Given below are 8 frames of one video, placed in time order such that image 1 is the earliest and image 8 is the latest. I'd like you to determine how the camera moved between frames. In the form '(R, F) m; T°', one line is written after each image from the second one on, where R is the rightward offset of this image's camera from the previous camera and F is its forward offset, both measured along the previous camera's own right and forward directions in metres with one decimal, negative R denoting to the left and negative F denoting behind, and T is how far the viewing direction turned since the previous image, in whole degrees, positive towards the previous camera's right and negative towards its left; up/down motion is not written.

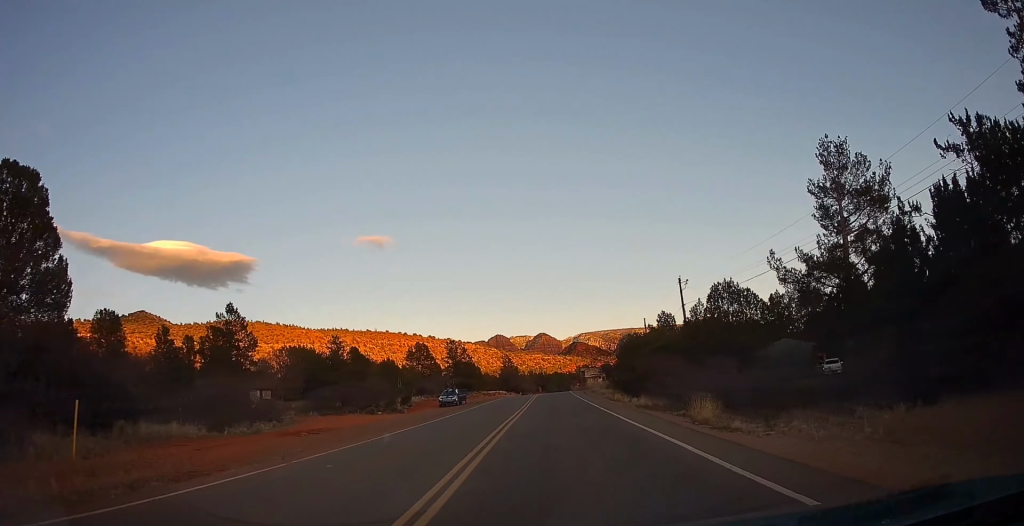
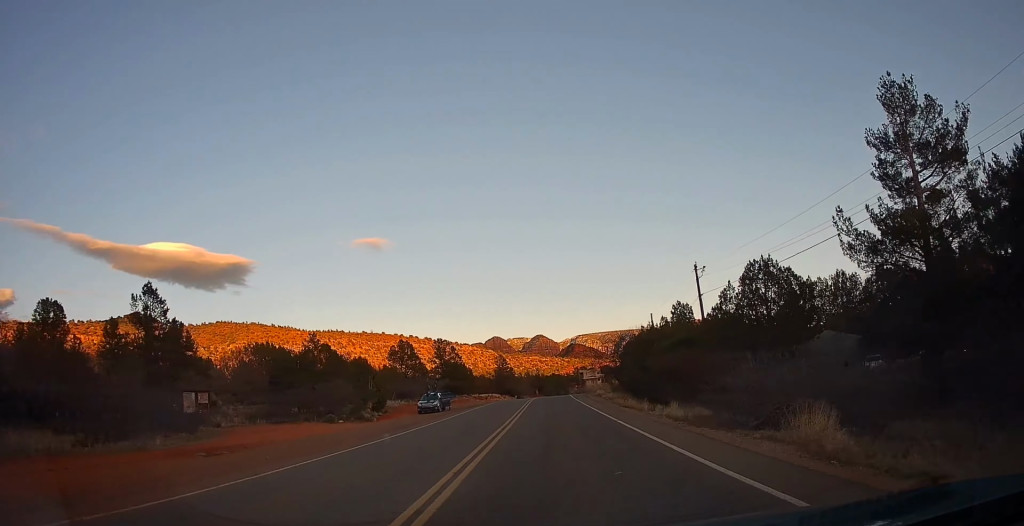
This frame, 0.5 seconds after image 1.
(0.0, +8.1) m; 0°
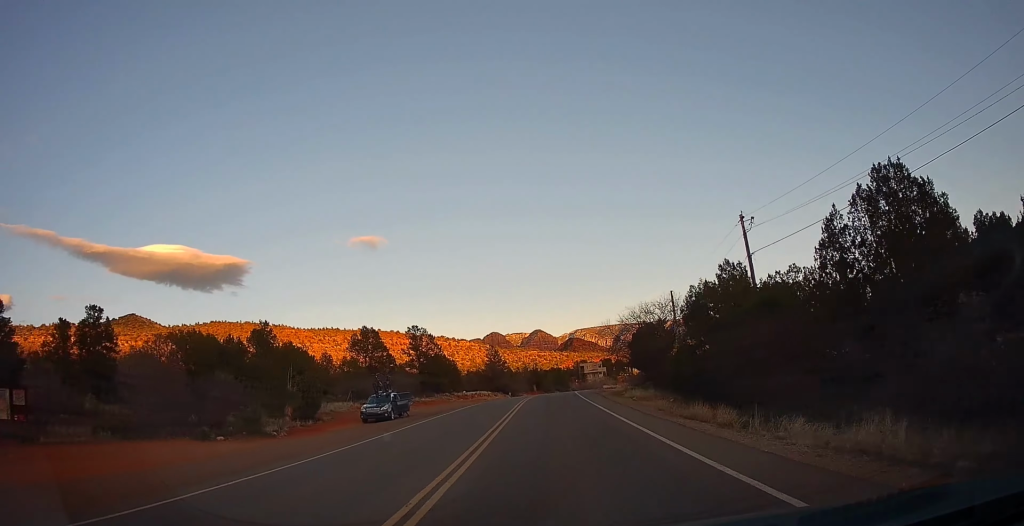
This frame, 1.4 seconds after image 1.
(0.0, +14.5) m; 0°
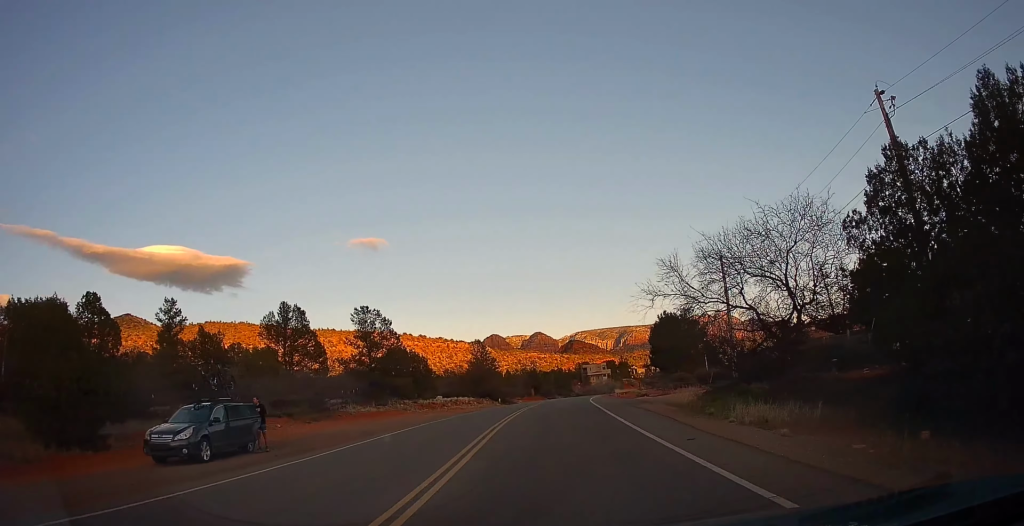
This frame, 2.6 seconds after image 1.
(0.0, +19.4) m; 0°
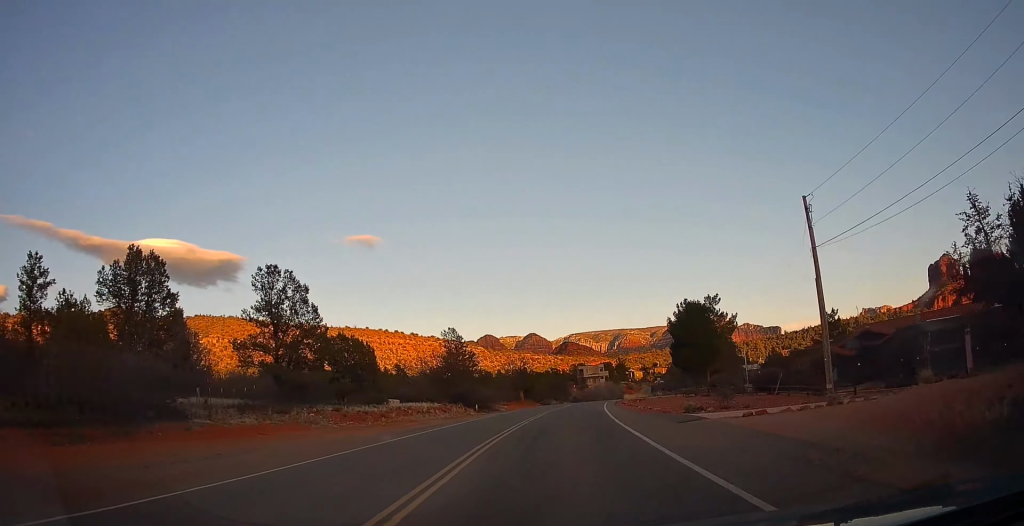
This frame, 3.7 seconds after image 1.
(0.0, +17.0) m; 0°
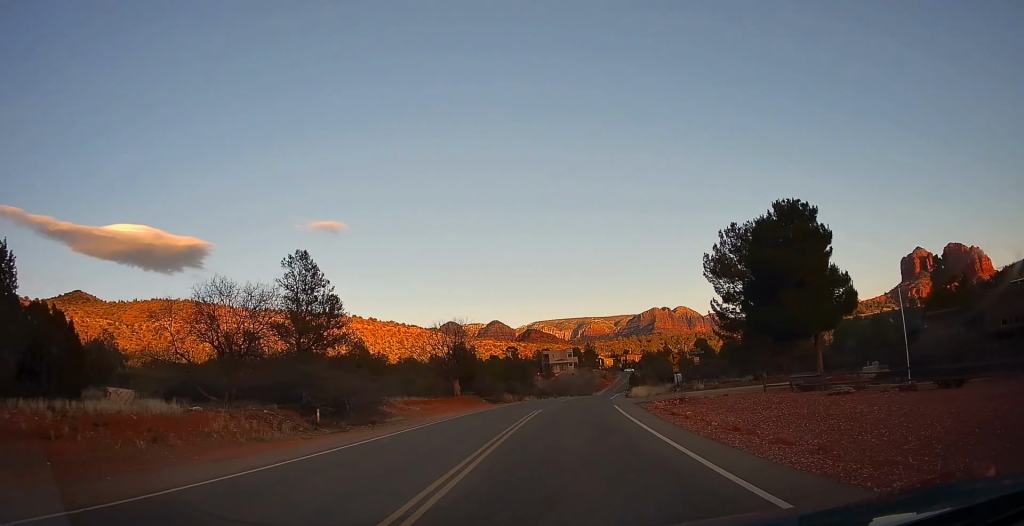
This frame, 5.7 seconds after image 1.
(0.0, +31.9) m; +4°
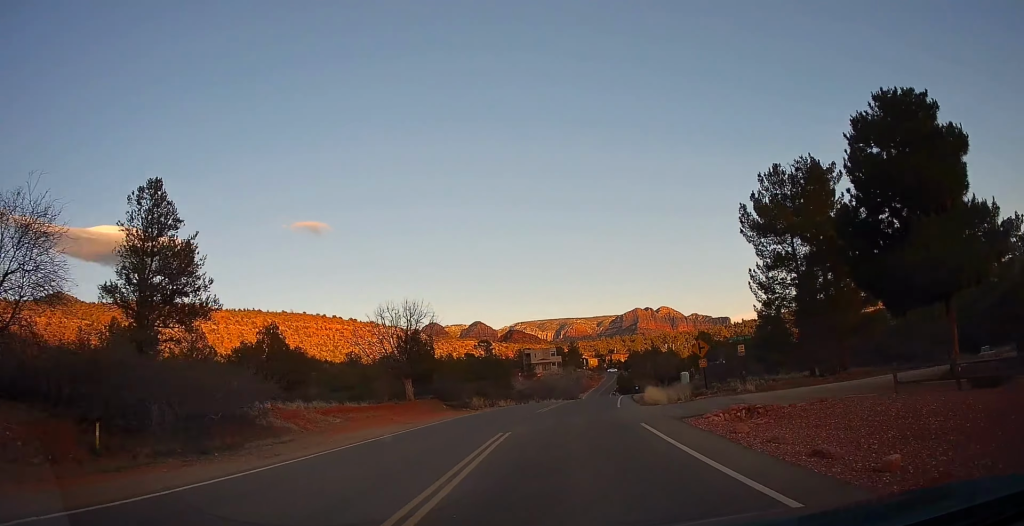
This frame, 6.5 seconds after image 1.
(+0.8, +12.1) m; +3°
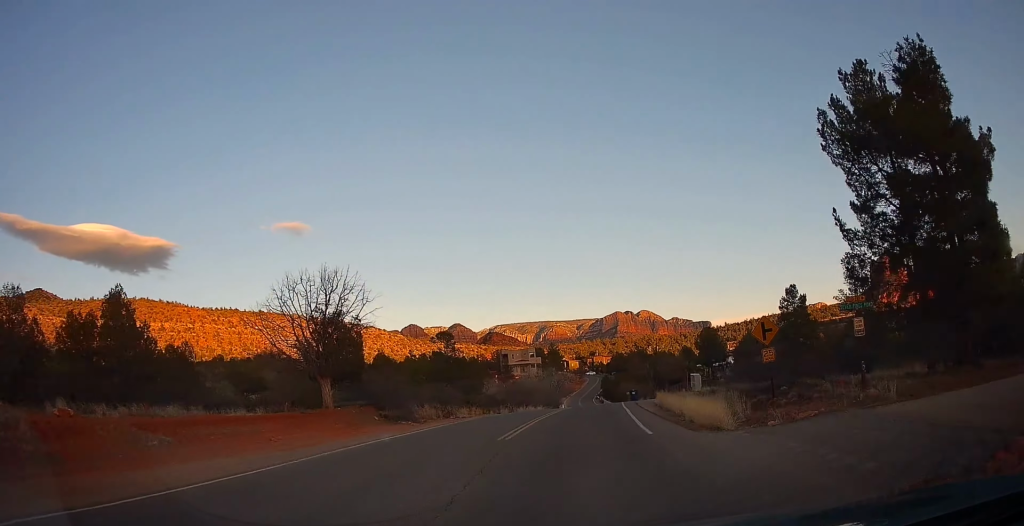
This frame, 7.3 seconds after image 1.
(+0.3, +12.1) m; +2°
